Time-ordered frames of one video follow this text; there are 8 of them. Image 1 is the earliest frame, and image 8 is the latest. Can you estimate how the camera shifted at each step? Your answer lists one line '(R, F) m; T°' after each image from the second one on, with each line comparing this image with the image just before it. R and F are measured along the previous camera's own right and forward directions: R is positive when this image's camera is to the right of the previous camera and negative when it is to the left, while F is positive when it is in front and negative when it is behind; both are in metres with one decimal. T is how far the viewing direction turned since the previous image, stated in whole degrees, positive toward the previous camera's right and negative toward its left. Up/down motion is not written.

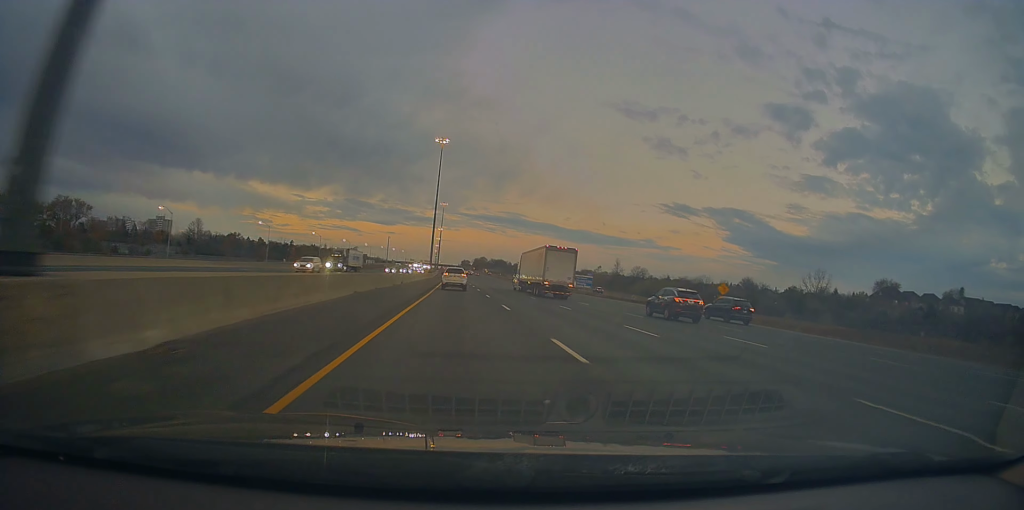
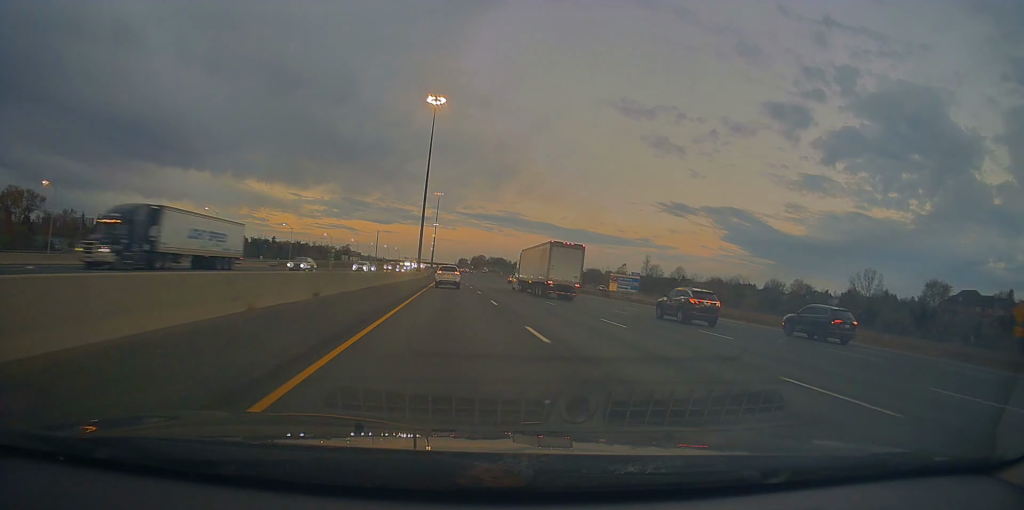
(+0.2, +34.6) m; +1°
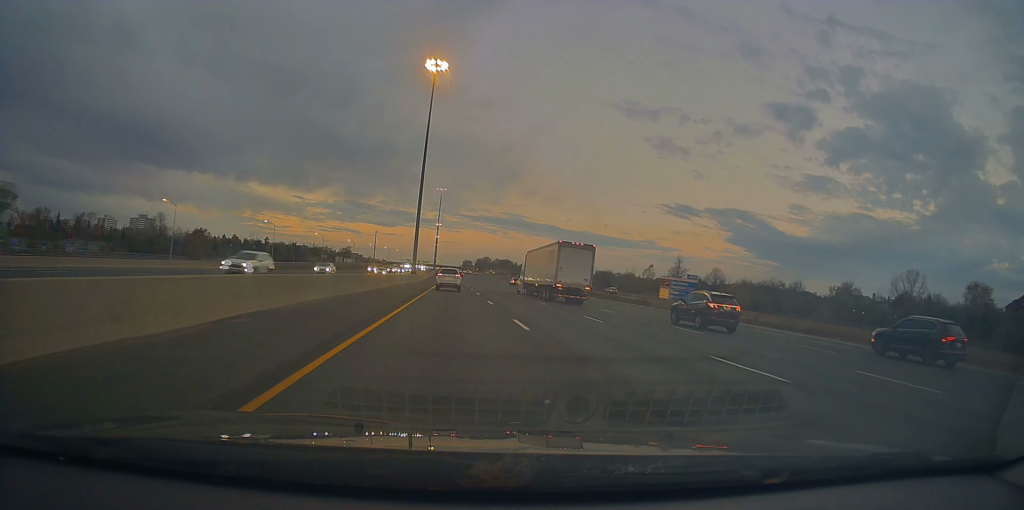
(+0.2, +21.6) m; 0°
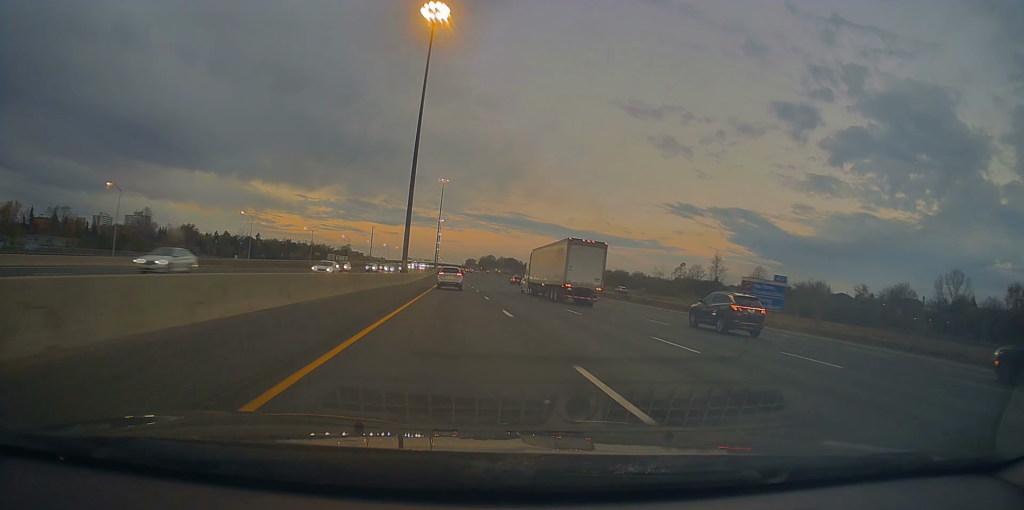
(-0.1, +20.6) m; -1°
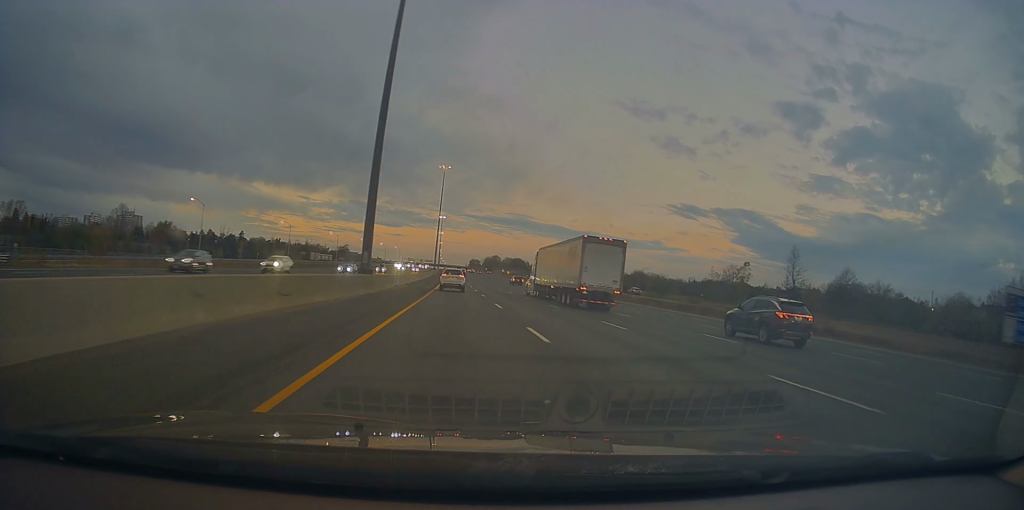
(-0.3, +30.5) m; -1°
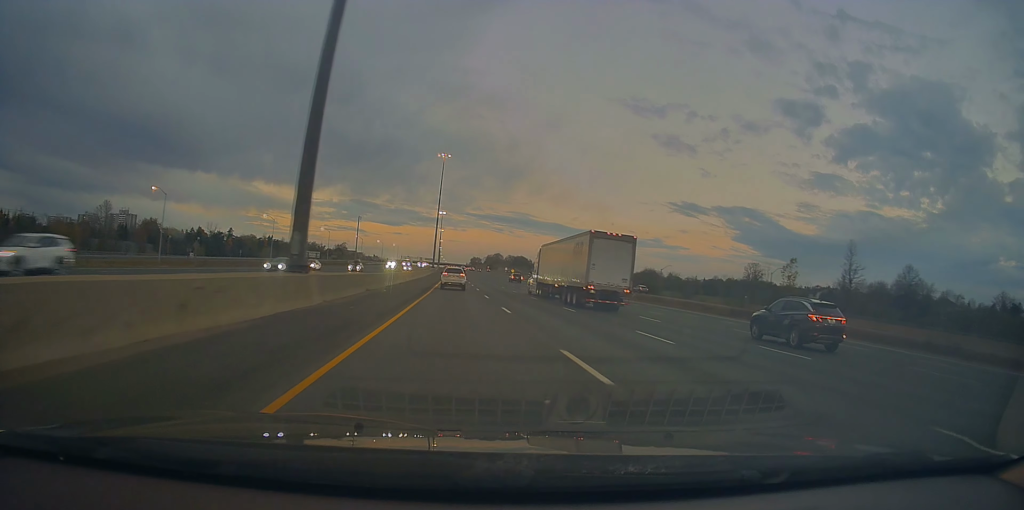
(-0.1, +16.4) m; 0°
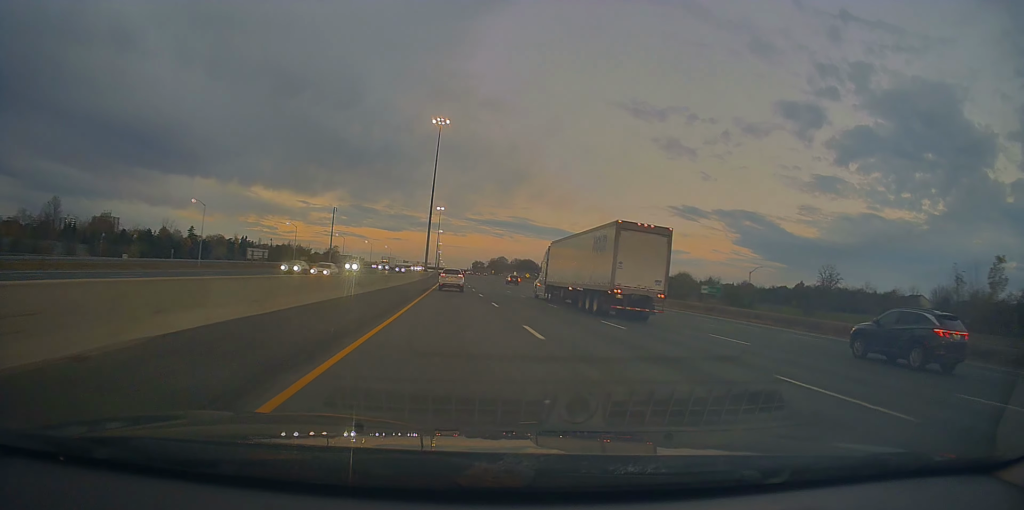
(+0.1, +45.0) m; +1°
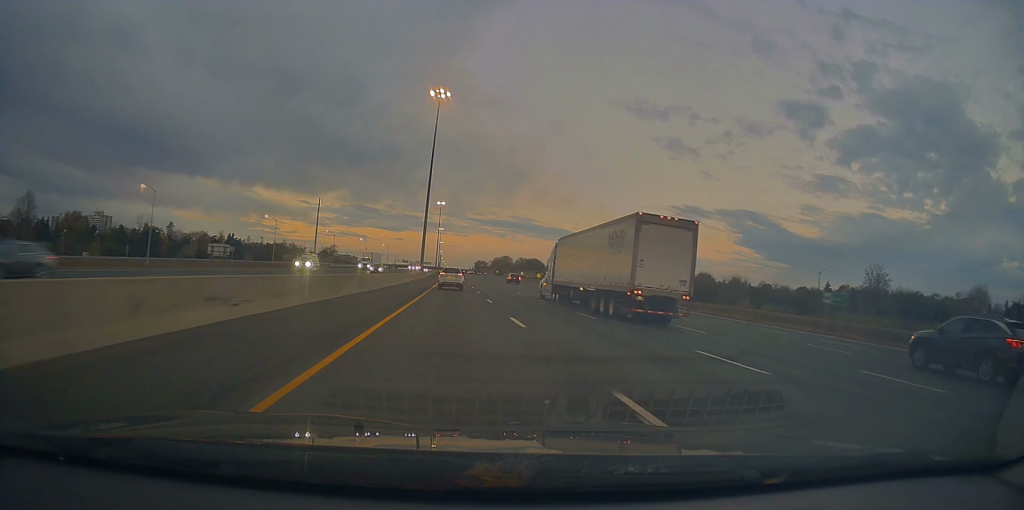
(0.0, +20.9) m; 0°
